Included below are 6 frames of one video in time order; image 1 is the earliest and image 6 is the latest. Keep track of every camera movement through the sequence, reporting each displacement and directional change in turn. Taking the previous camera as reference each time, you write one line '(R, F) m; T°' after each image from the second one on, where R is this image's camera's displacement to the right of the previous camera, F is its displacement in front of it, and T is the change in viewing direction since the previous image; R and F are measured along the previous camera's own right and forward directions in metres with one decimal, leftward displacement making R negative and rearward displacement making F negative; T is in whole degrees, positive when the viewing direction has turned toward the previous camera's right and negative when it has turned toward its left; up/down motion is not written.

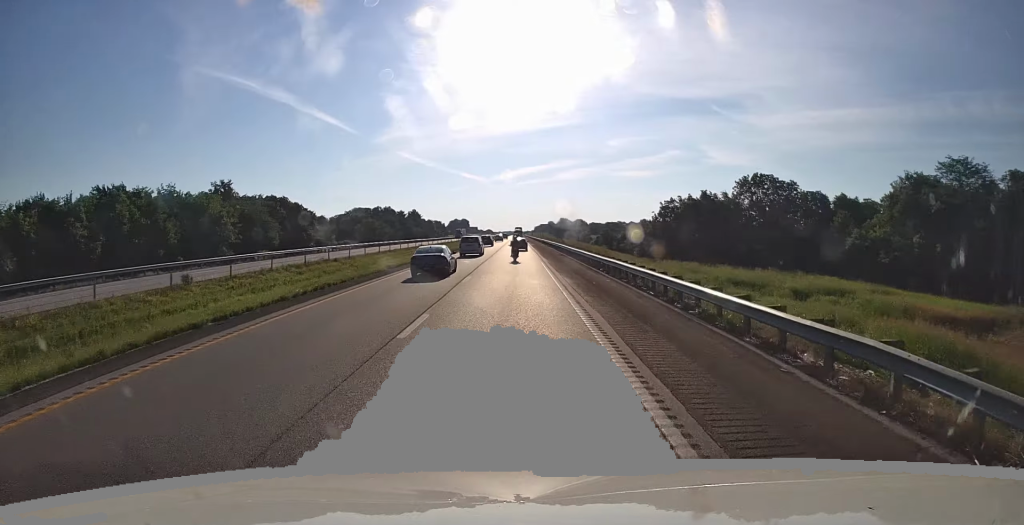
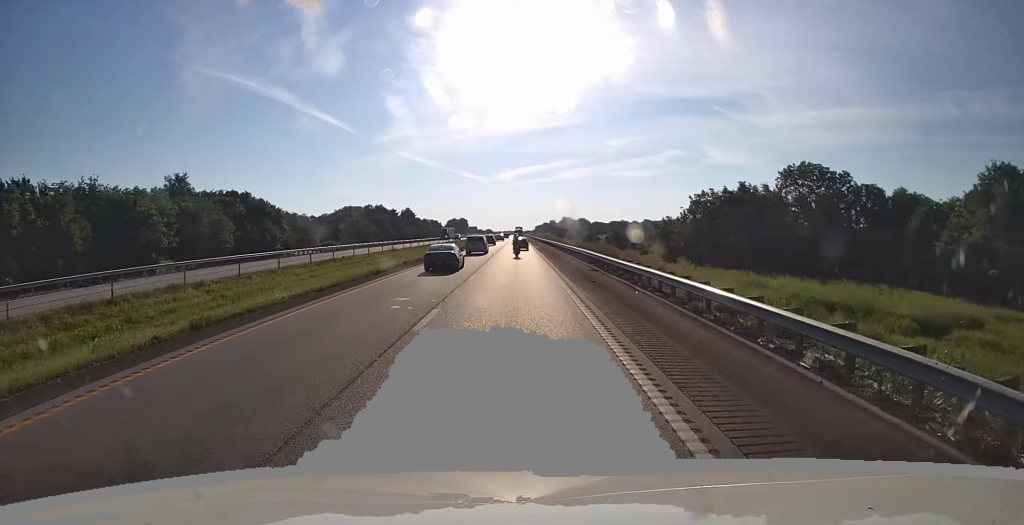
(-0.2, +23.1) m; 0°
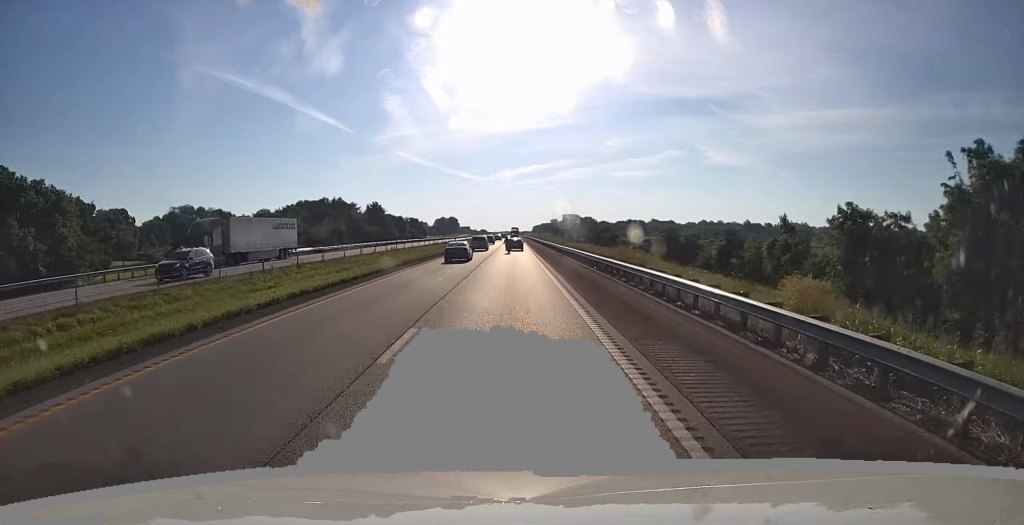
(+0.8, +74.9) m; +1°
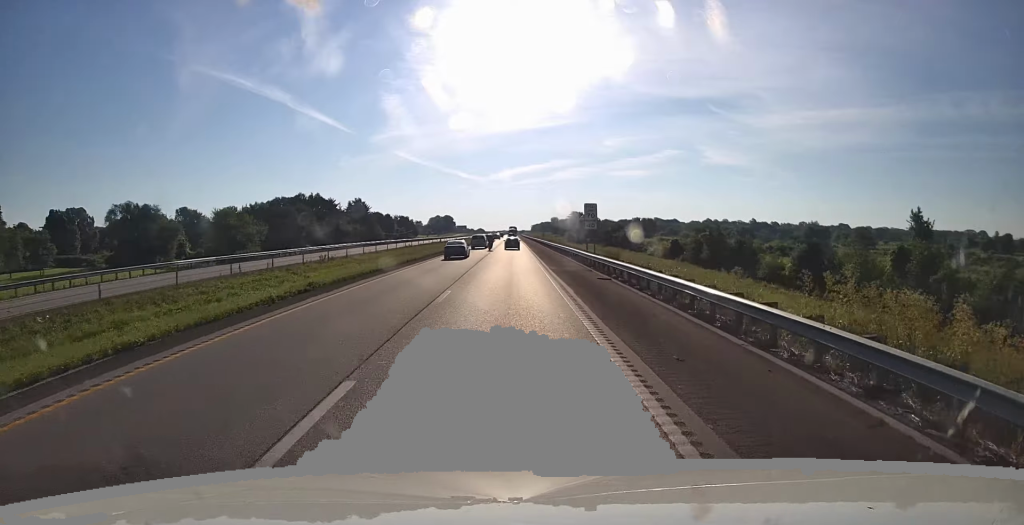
(-0.1, +28.5) m; 0°
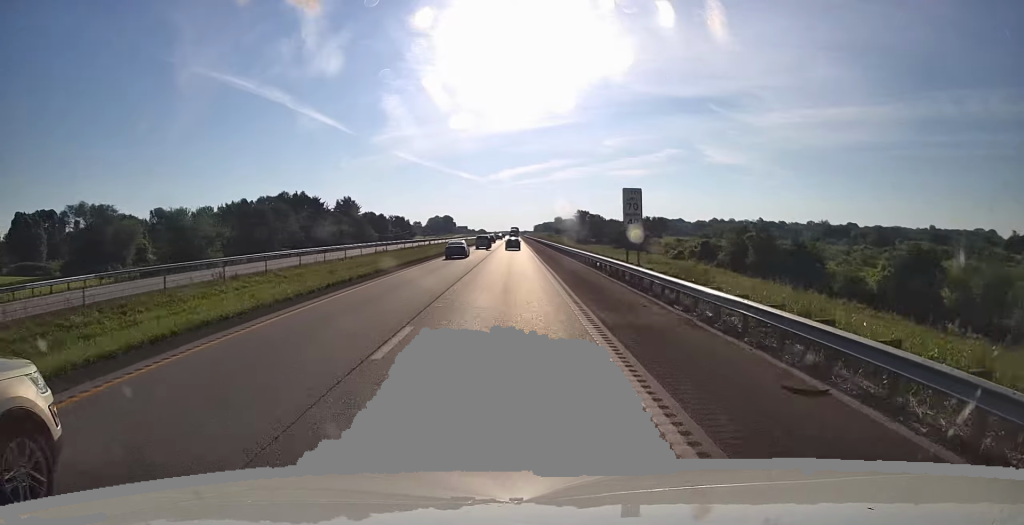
(-0.1, +19.3) m; 0°
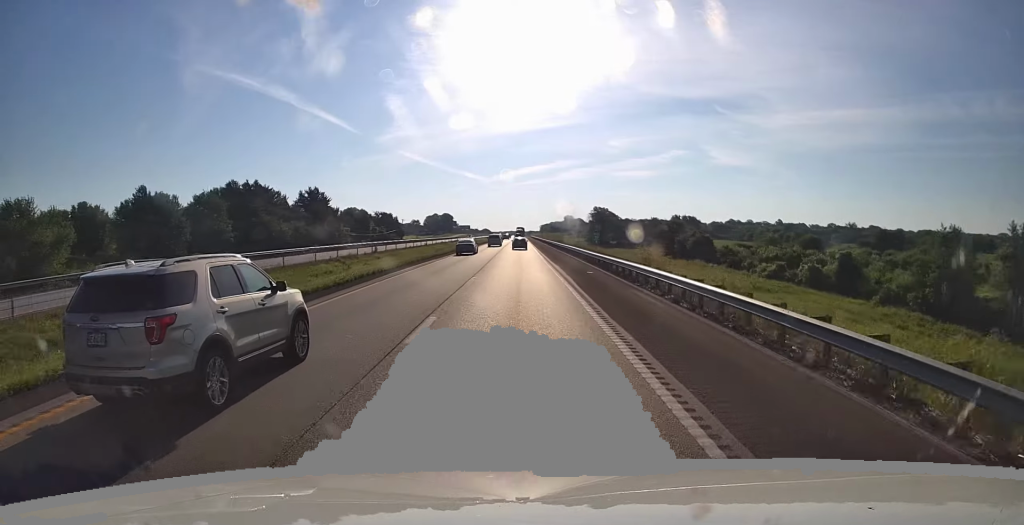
(+0.1, +47.0) m; 0°
